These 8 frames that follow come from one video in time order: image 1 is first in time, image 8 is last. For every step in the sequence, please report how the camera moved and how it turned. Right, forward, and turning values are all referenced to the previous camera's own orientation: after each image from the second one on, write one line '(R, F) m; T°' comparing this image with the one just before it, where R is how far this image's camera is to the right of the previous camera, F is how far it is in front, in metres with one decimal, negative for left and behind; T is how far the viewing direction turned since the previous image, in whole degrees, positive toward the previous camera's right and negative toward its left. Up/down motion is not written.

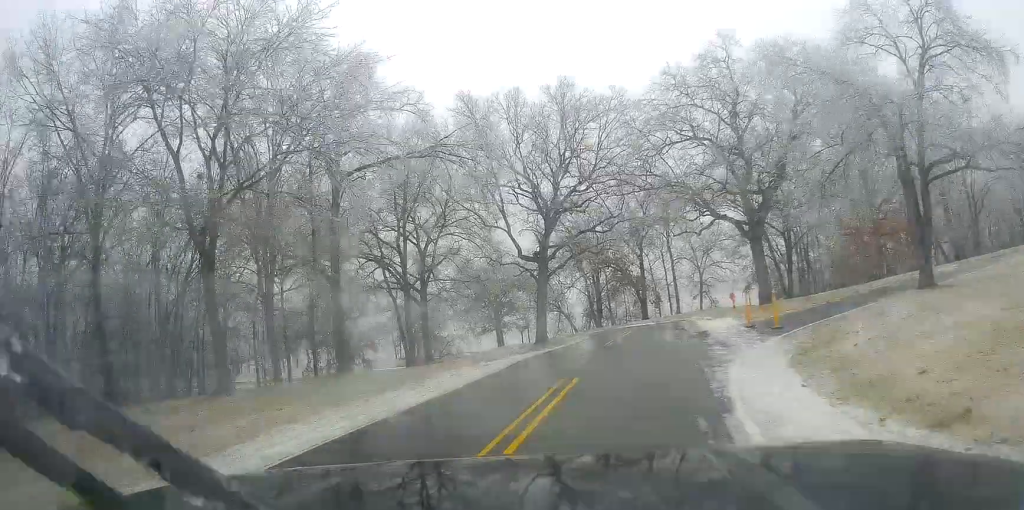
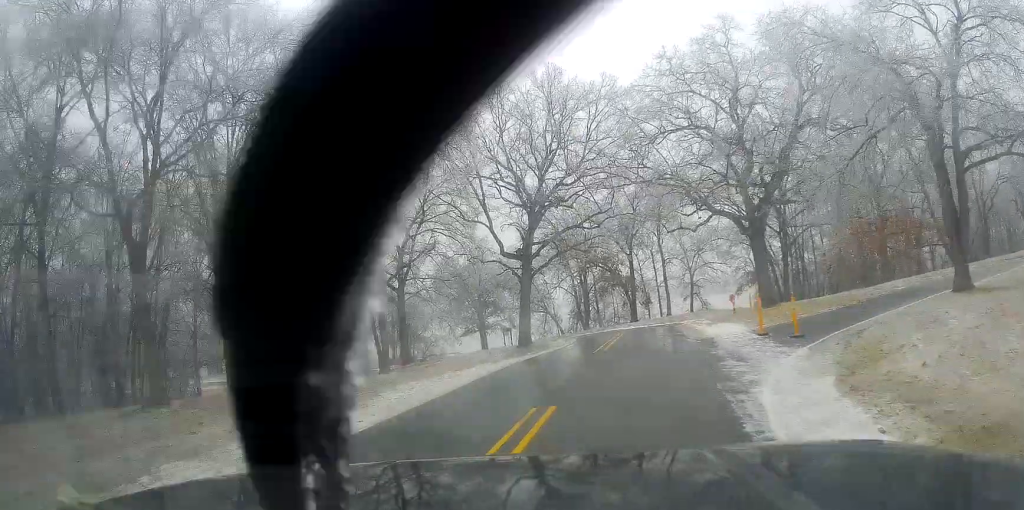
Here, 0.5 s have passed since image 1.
(+0.1, +3.4) m; +1°
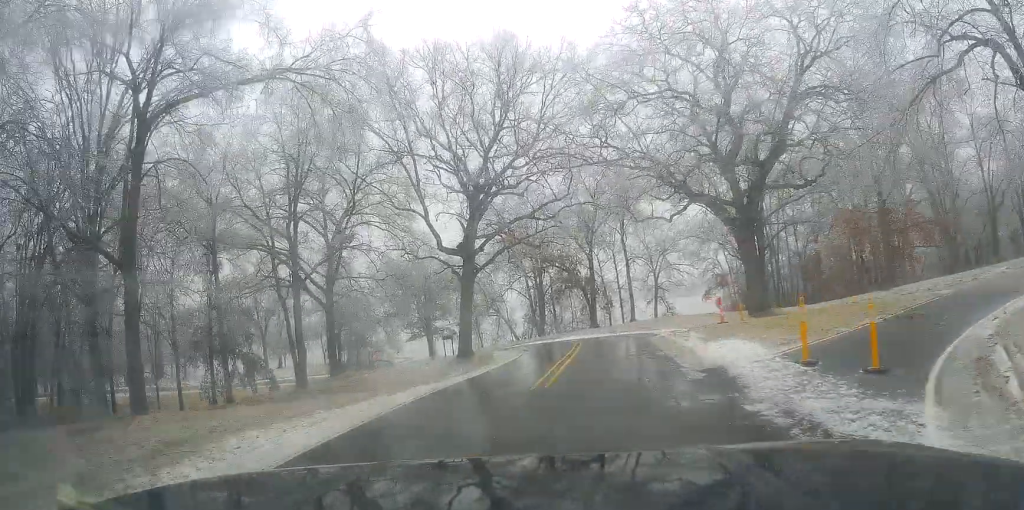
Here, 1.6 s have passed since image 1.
(-0.2, +7.6) m; 0°
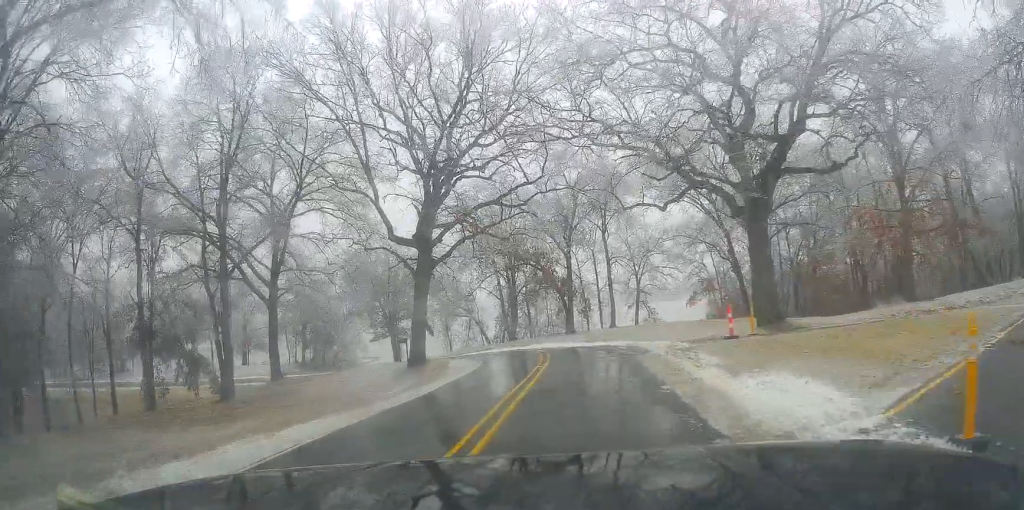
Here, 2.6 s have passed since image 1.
(+0.1, +6.3) m; +5°
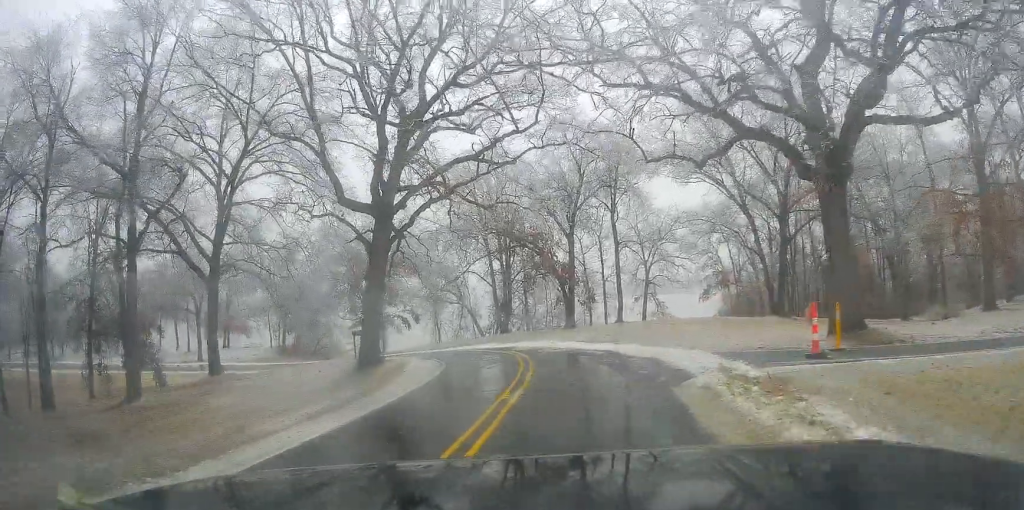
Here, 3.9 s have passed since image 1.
(+0.2, +8.5) m; -3°
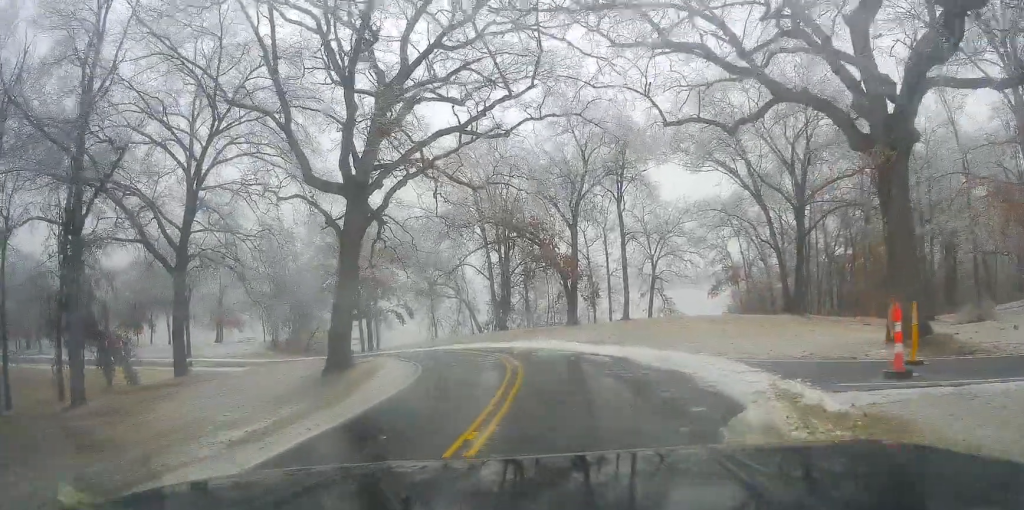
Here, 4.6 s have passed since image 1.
(-0.1, +4.2) m; -3°
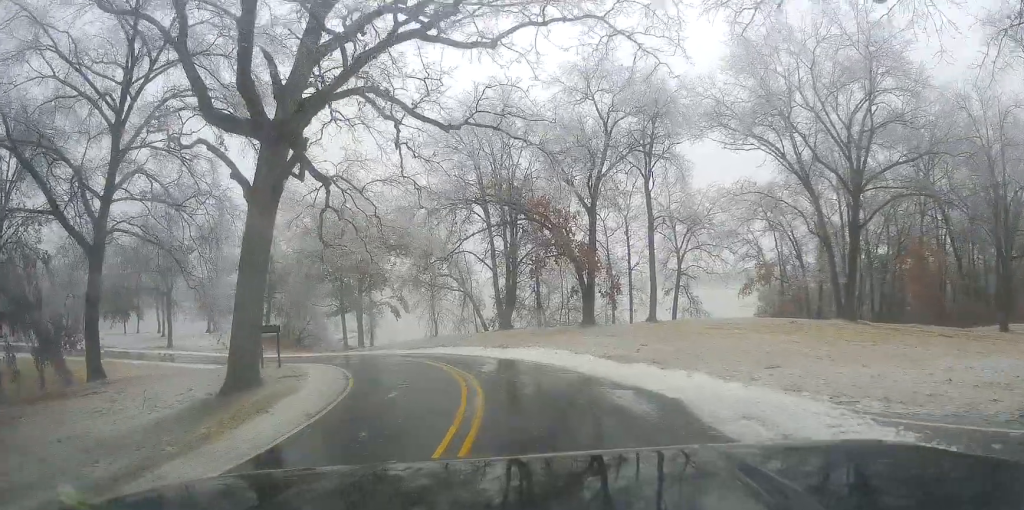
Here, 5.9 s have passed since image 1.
(-0.4, +8.7) m; -5°
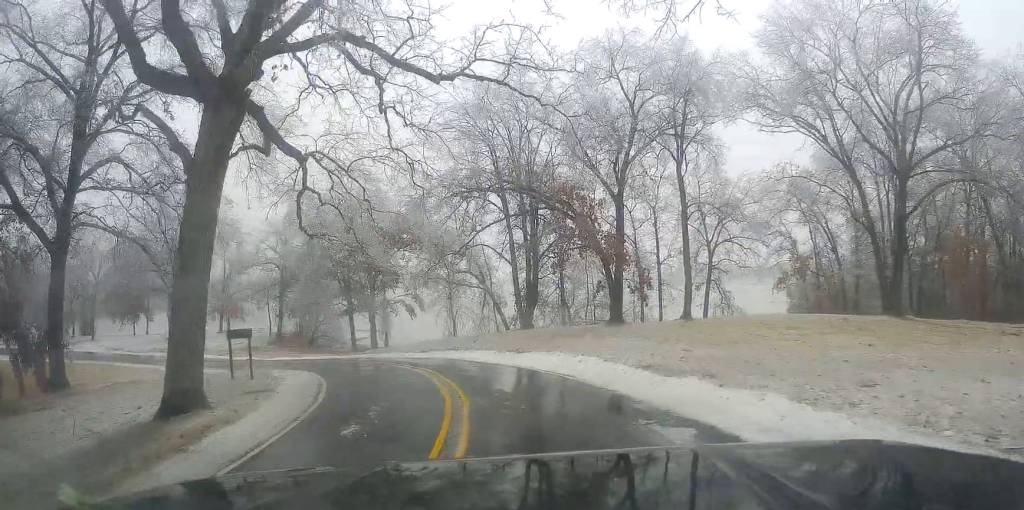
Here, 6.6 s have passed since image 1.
(-0.1, +4.0) m; -2°
